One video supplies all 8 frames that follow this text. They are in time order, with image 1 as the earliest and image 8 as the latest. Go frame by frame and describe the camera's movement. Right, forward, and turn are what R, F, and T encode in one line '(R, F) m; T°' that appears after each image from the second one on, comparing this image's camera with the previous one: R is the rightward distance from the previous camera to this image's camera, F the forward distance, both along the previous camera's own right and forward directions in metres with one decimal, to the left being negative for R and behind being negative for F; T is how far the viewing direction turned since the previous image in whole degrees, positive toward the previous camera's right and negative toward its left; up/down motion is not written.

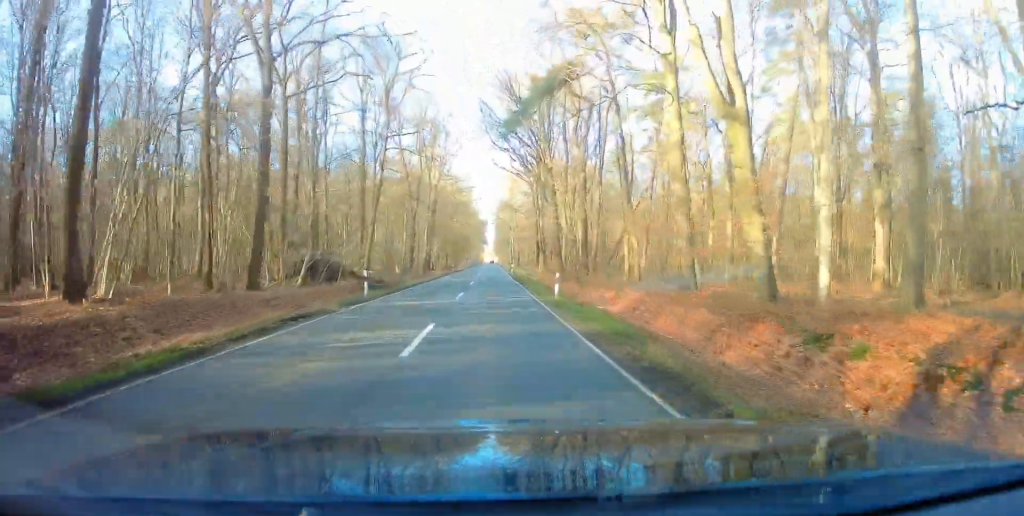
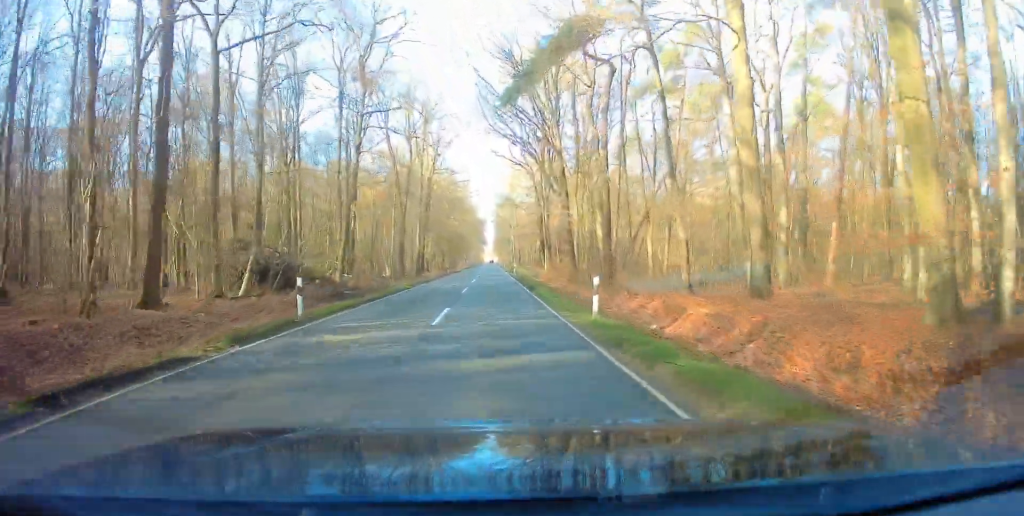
(-0.1, +8.1) m; 0°
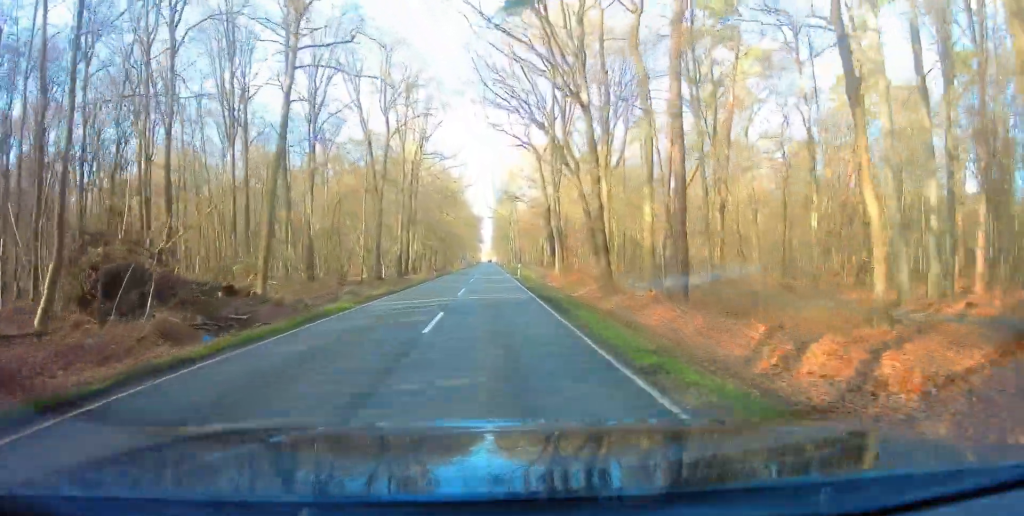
(0.0, +13.3) m; 0°
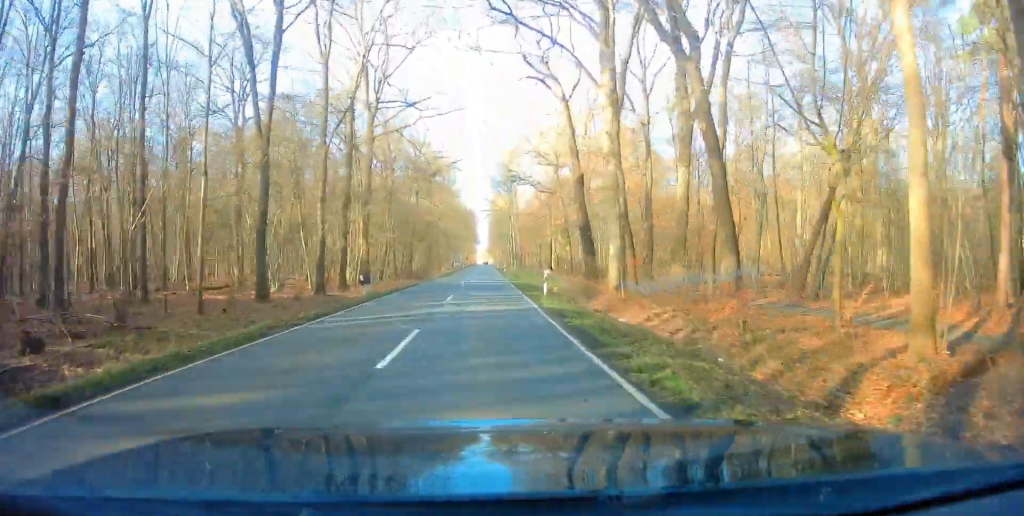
(+0.5, +27.3) m; +1°
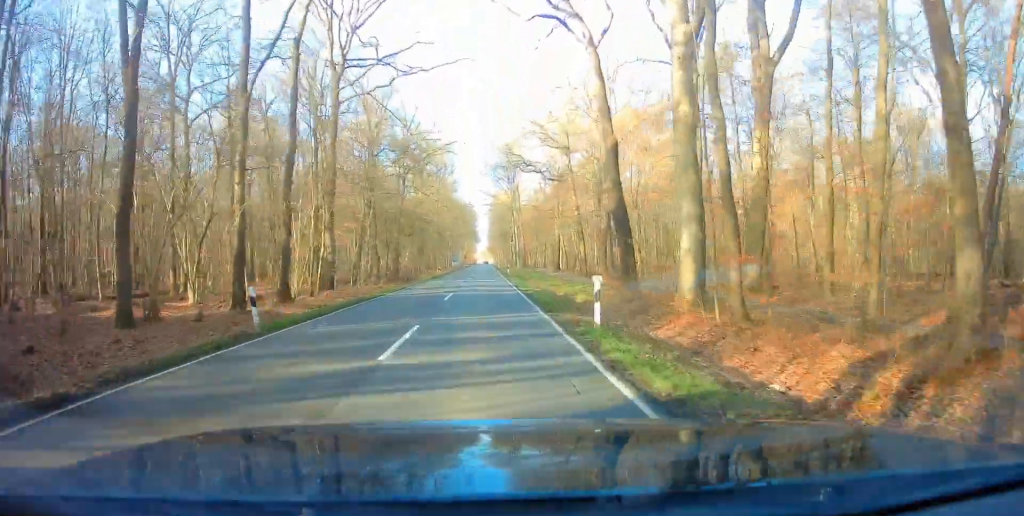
(0.0, +11.1) m; 0°
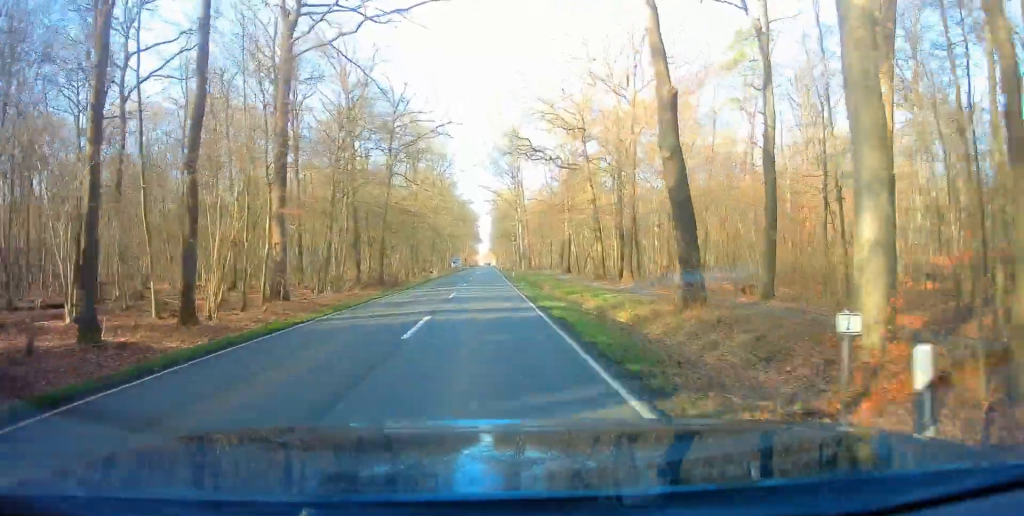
(-0.1, +9.2) m; -1°
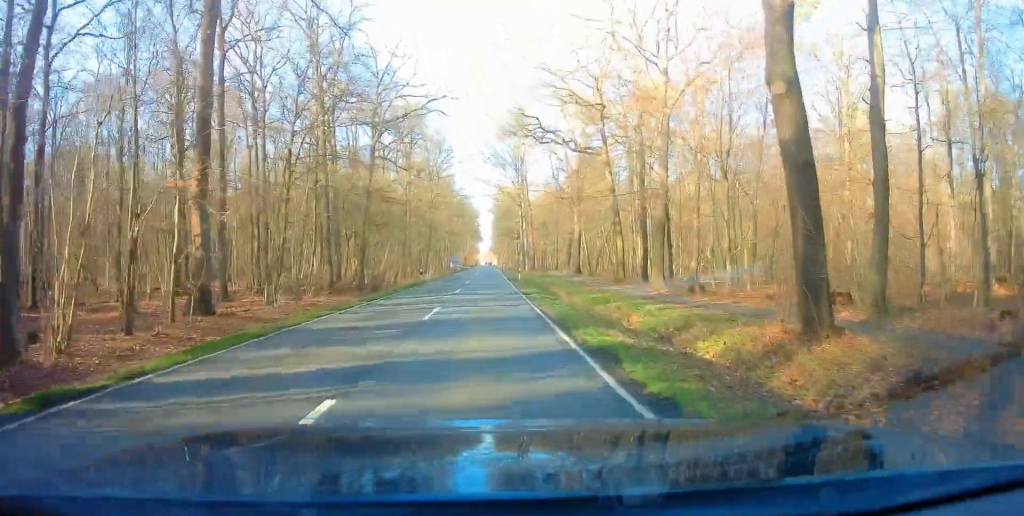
(0.0, +8.3) m; 0°
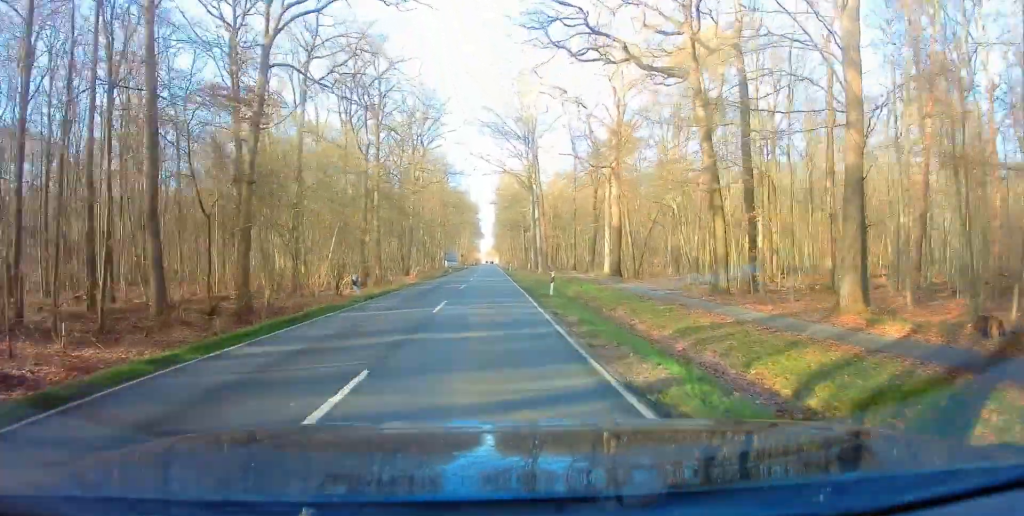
(+0.1, +22.0) m; +1°
